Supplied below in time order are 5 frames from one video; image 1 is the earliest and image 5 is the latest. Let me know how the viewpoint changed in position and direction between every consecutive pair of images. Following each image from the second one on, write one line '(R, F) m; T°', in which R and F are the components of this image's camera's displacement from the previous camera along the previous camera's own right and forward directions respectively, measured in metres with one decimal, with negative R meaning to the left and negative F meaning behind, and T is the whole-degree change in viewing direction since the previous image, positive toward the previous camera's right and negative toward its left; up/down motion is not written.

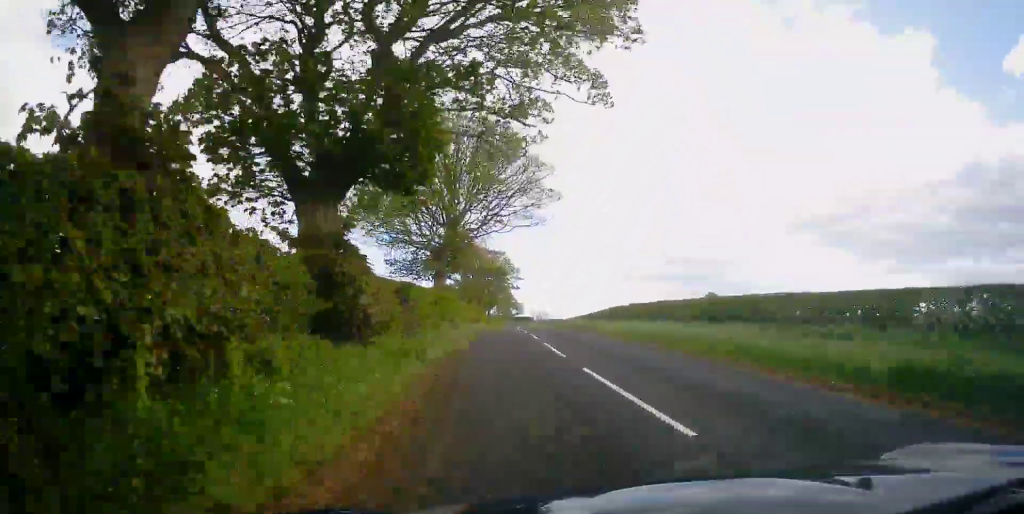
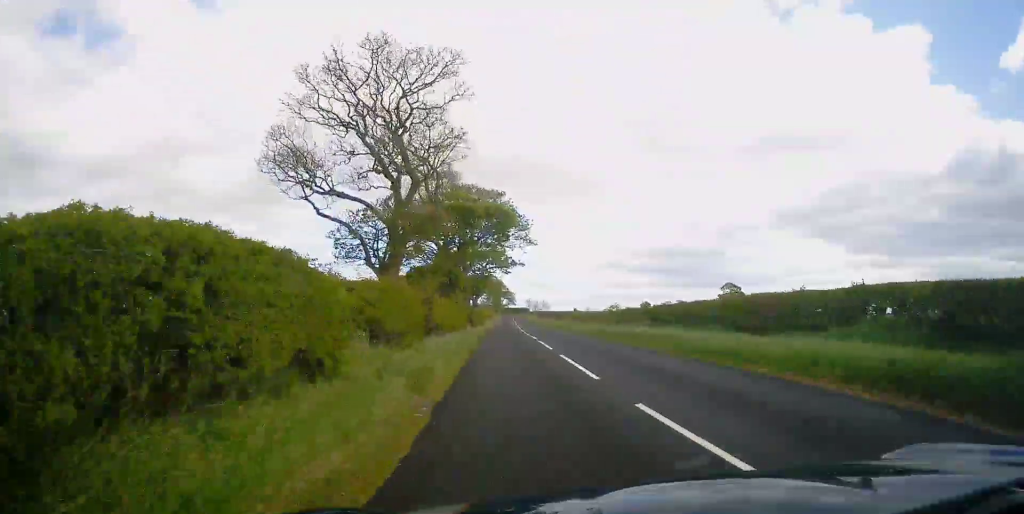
(+0.3, +30.2) m; +2°
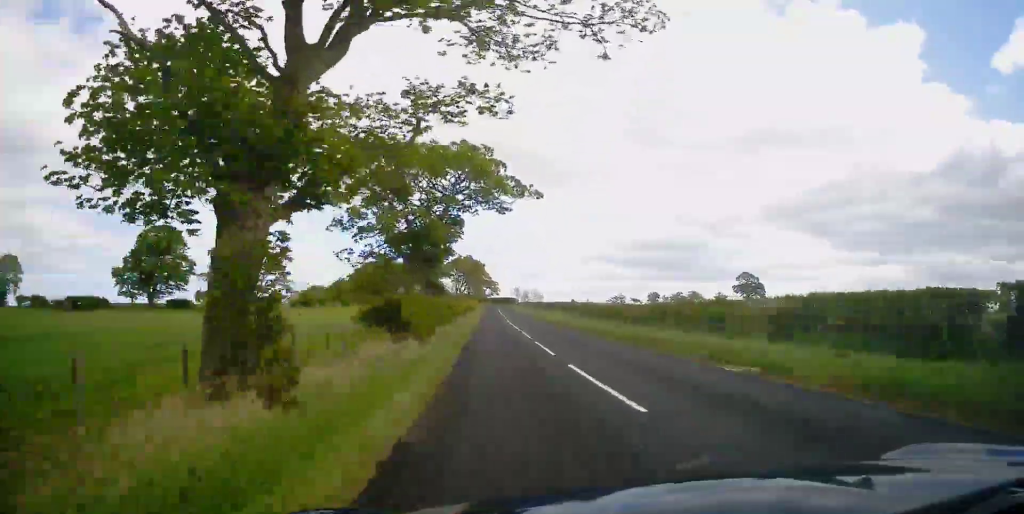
(-0.6, +28.8) m; 0°
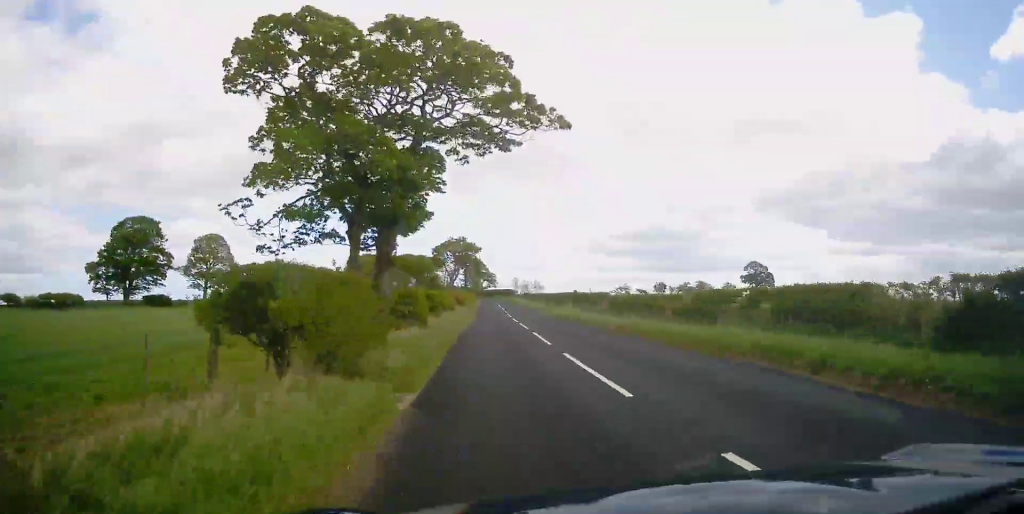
(+0.2, +8.3) m; +1°
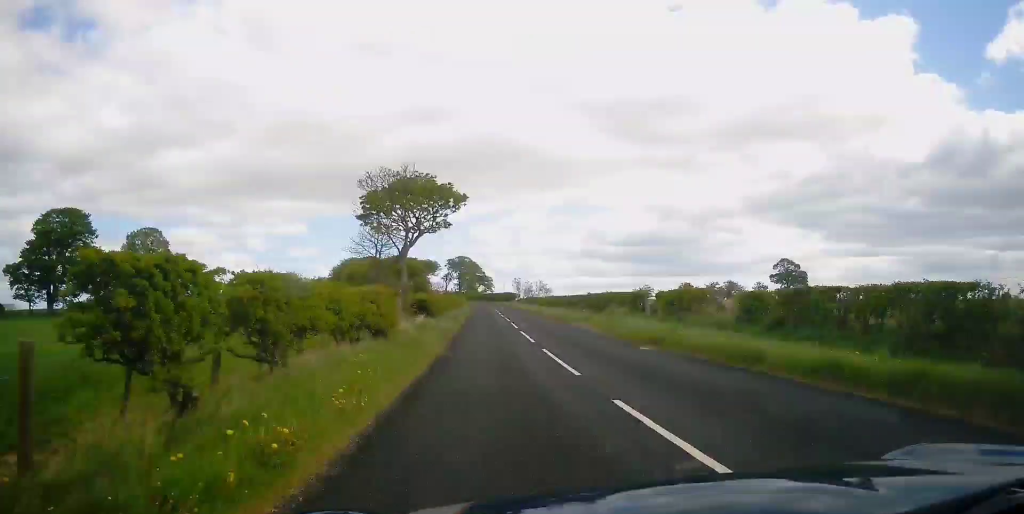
(+0.5, +23.1) m; +1°
